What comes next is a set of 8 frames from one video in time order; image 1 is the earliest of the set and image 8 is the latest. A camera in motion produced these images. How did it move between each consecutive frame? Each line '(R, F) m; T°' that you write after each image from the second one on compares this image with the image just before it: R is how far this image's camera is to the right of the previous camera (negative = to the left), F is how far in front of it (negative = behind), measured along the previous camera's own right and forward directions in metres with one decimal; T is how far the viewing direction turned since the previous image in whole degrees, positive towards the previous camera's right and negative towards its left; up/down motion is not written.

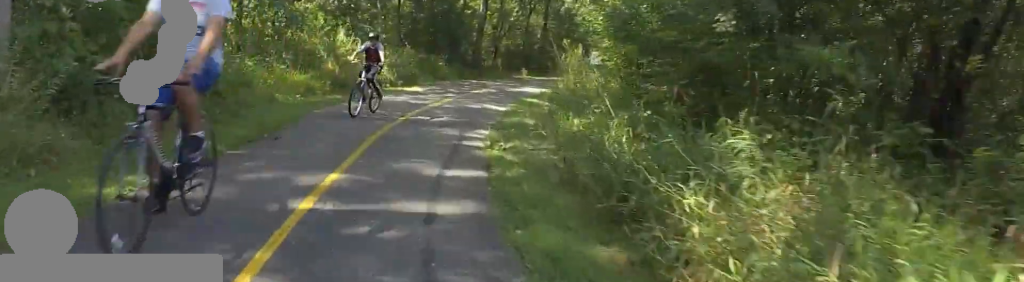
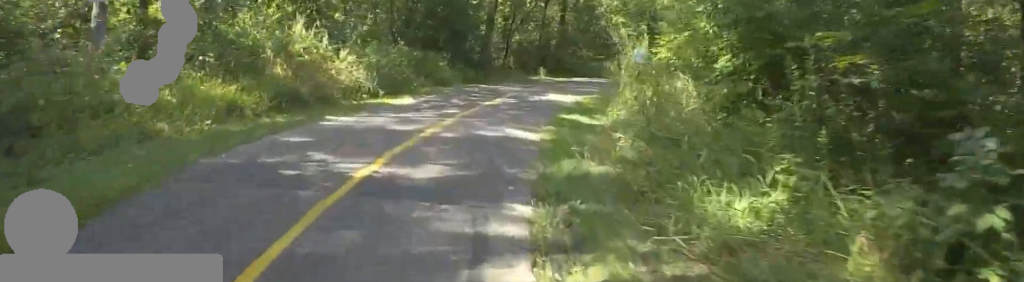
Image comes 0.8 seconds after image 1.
(+0.1, +5.0) m; 0°
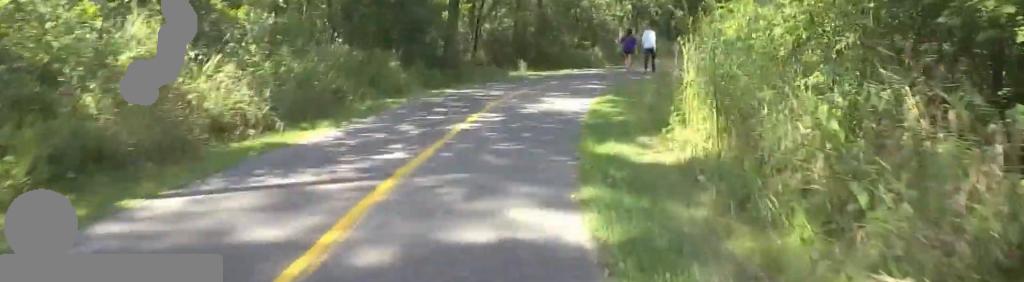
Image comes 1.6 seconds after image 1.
(-0.6, +4.8) m; +1°
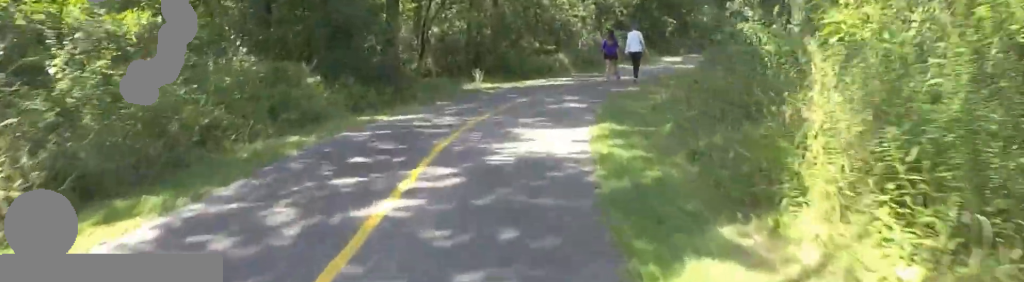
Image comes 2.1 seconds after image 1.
(+0.6, +3.5) m; +6°
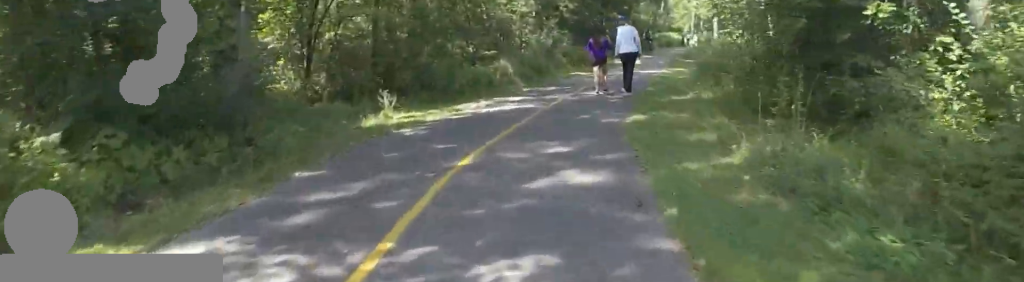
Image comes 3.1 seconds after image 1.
(+0.4, +5.8) m; +3°
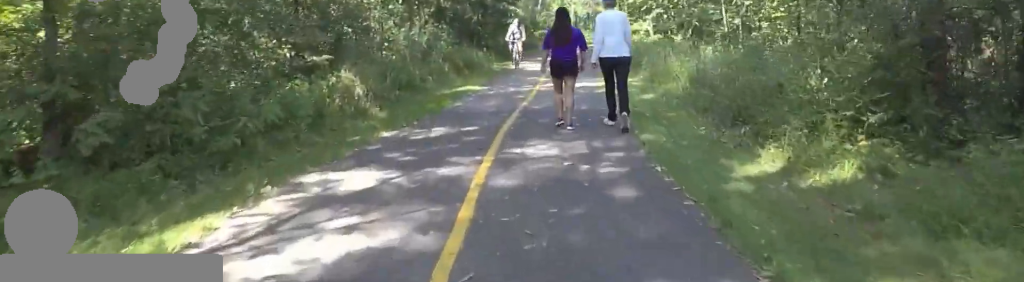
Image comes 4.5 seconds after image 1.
(+0.2, +7.8) m; +15°
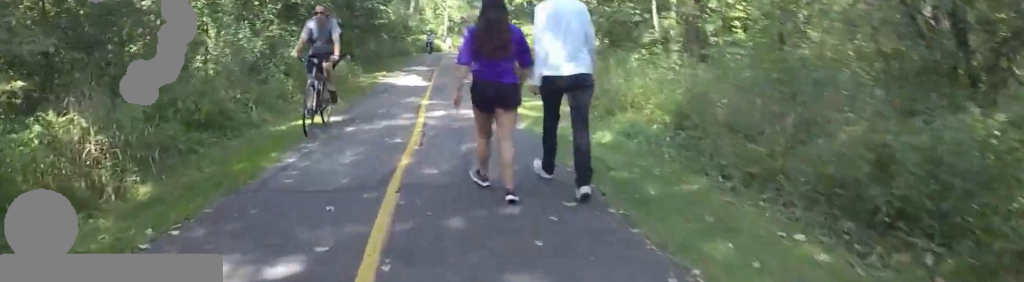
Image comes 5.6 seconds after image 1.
(+1.2, +4.4) m; +16°
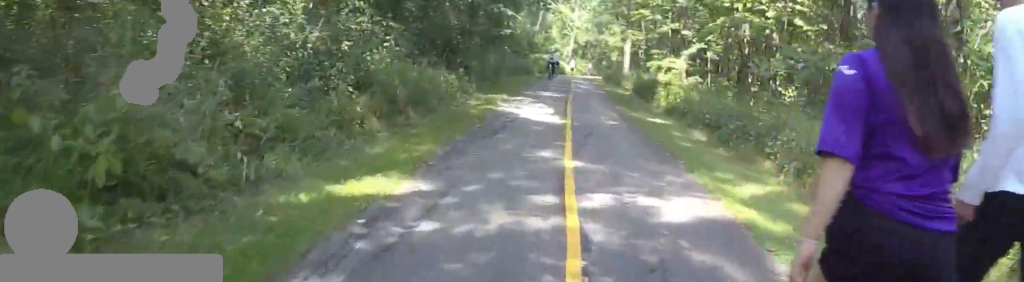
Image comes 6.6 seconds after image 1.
(+0.1, +4.1) m; -11°
